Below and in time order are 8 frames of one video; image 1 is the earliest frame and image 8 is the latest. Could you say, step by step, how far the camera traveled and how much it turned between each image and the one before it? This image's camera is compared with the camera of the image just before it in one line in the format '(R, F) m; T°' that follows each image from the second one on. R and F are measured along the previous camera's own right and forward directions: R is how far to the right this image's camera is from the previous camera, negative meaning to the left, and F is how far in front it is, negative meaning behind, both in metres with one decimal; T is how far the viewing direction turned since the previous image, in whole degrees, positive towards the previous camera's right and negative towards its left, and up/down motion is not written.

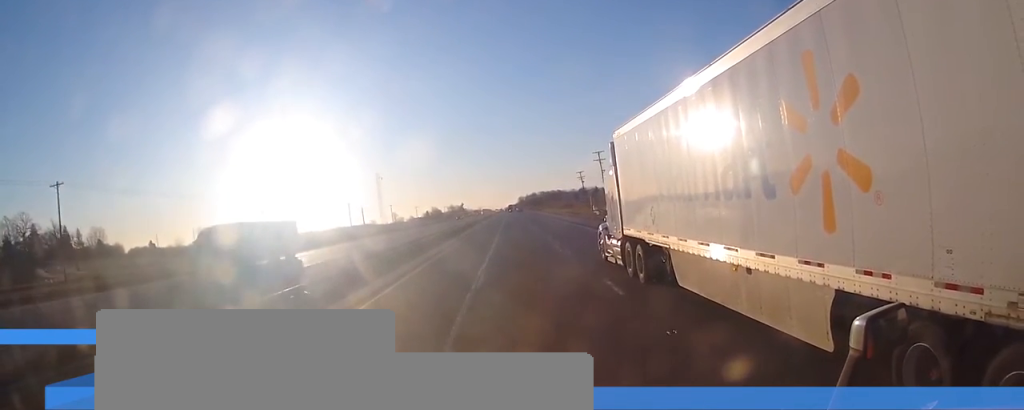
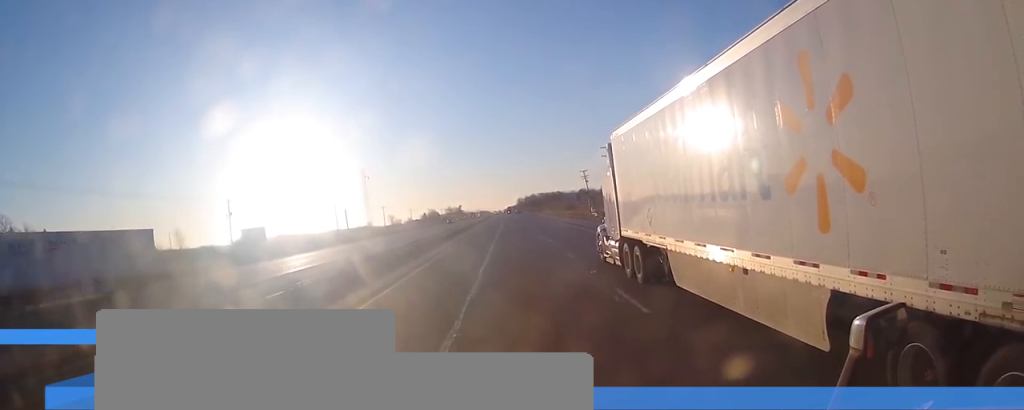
(0.0, +15.0) m; 0°
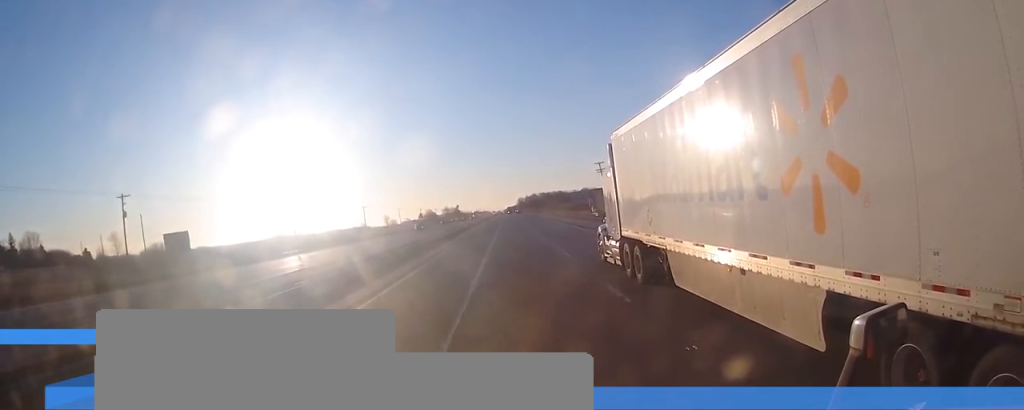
(+0.3, +34.4) m; 0°
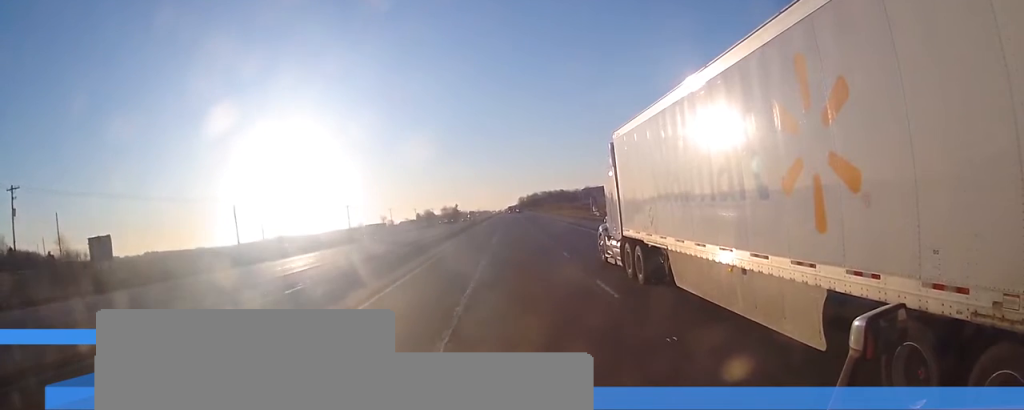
(-0.1, +23.7) m; 0°
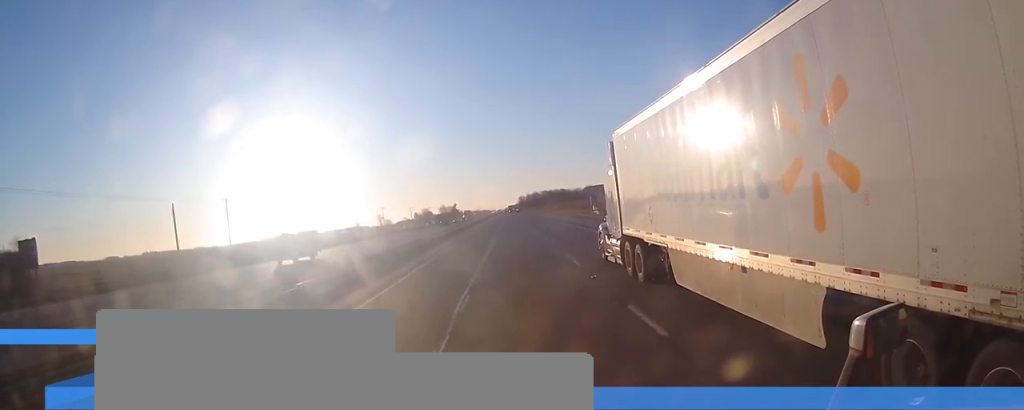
(-0.2, +16.4) m; 0°
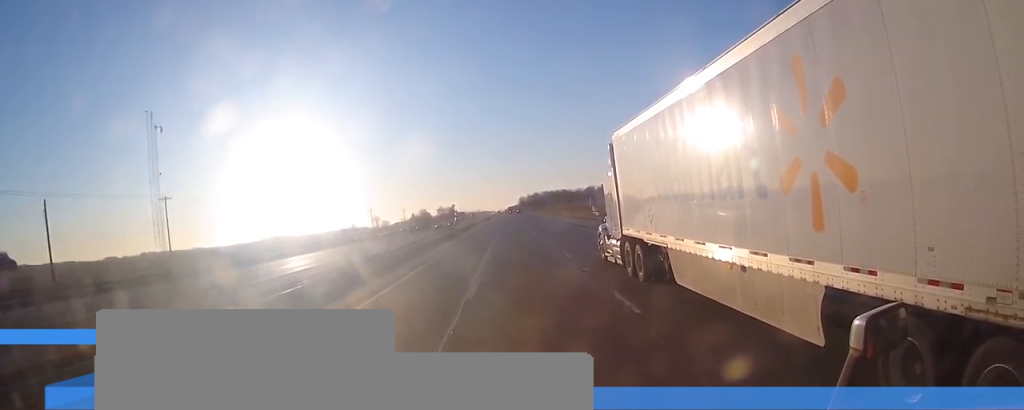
(+0.1, +22.2) m; +1°
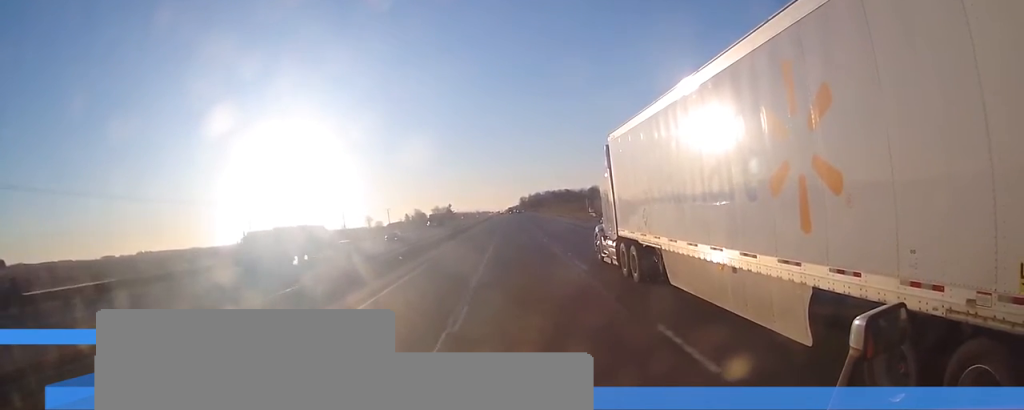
(+0.6, +40.4) m; +1°
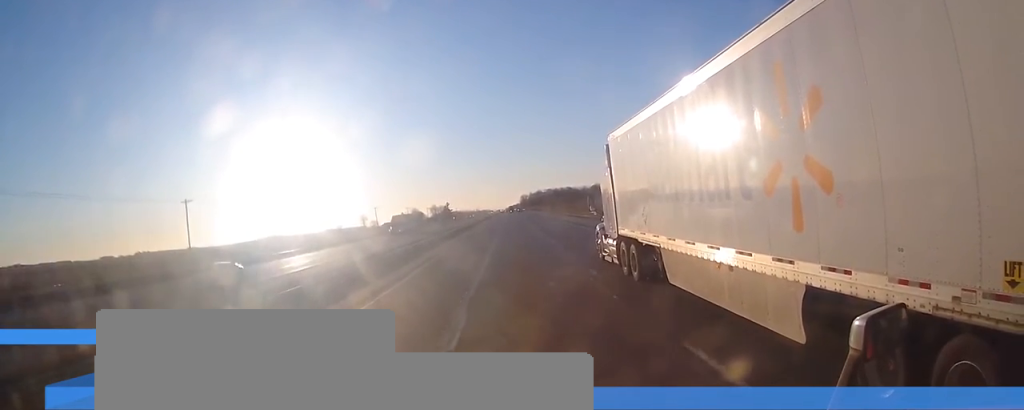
(-0.3, +25.6) m; +1°
